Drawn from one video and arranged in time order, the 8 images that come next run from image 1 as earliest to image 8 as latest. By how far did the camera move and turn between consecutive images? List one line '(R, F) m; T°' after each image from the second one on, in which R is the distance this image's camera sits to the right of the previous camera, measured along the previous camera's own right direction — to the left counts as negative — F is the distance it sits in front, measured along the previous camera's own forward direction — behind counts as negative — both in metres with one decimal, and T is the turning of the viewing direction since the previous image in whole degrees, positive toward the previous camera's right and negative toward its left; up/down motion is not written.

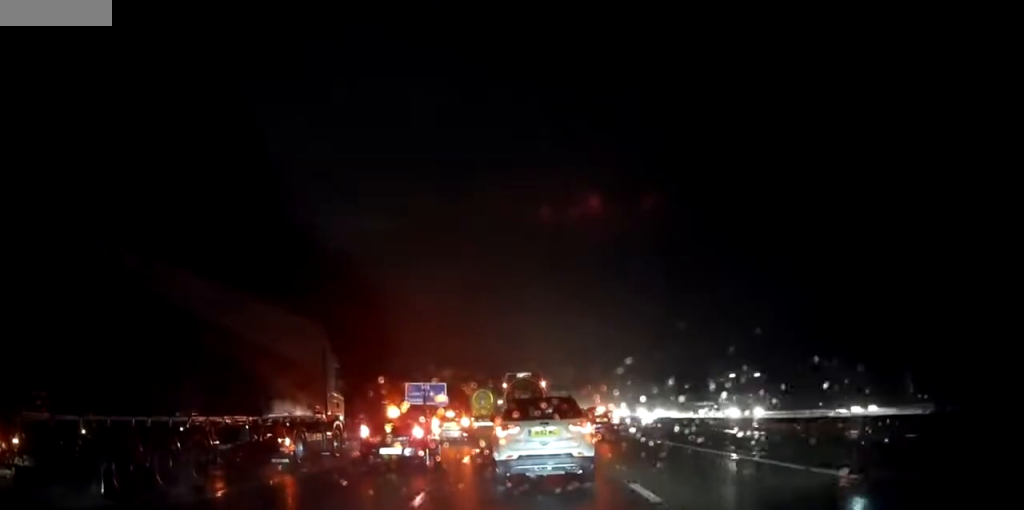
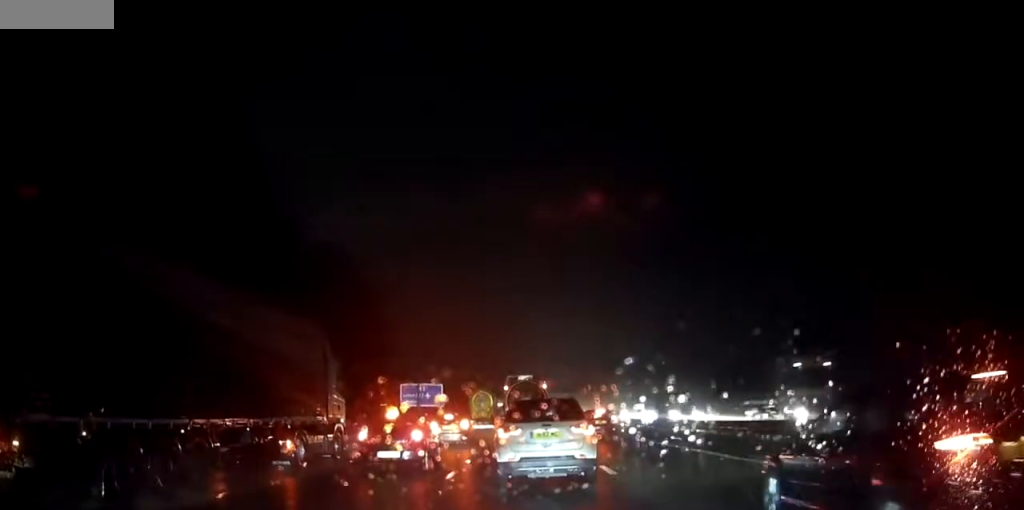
(0.0, +4.2) m; 0°
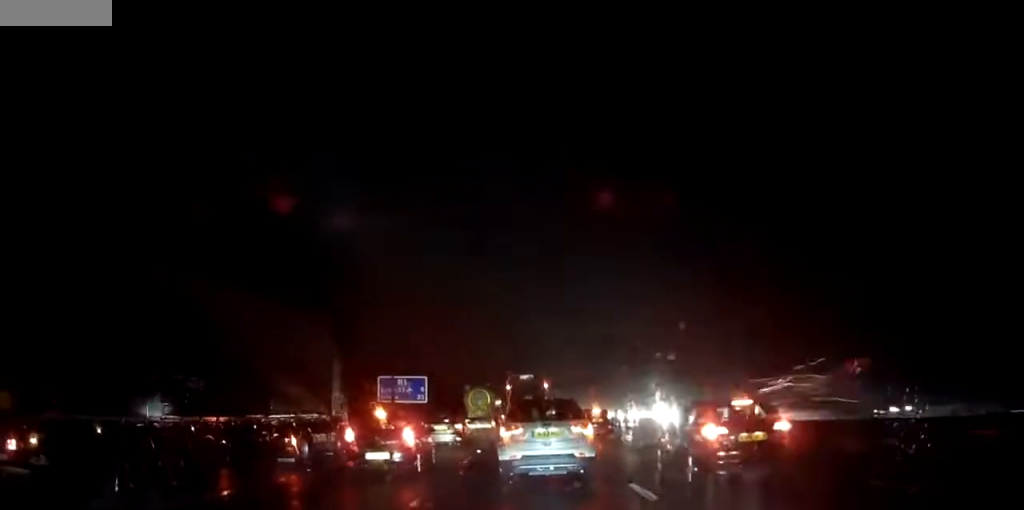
(+0.1, +13.6) m; 0°
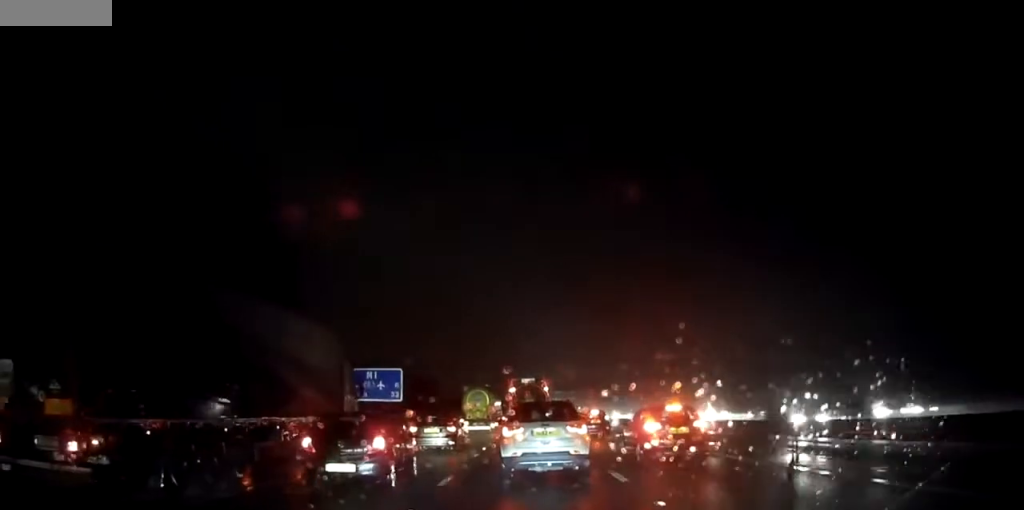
(0.0, +15.4) m; 0°
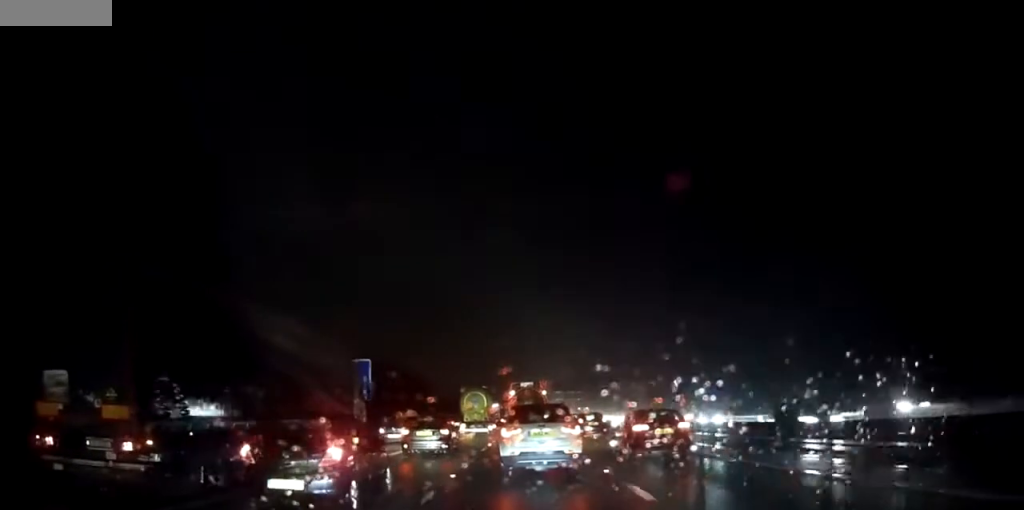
(-0.1, +12.4) m; +2°
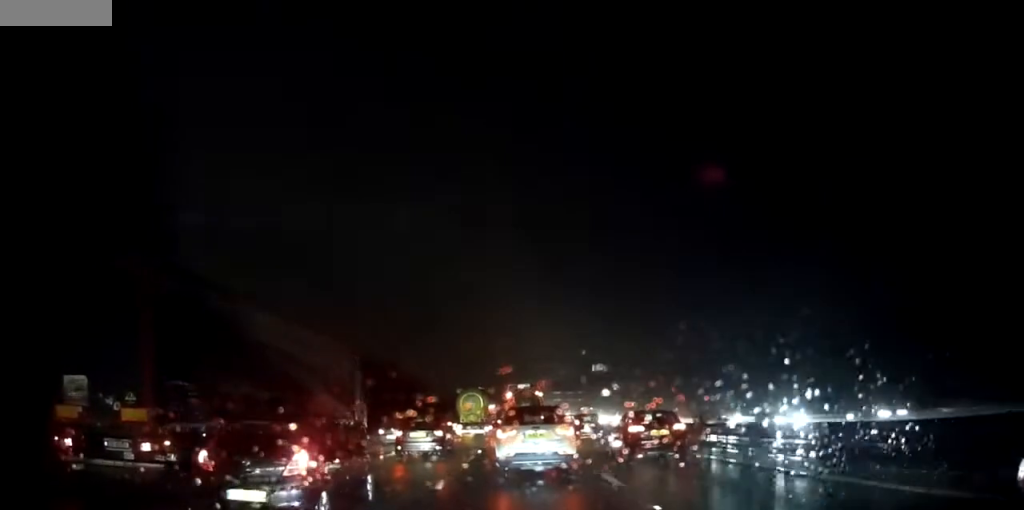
(+0.3, +6.9) m; +2°
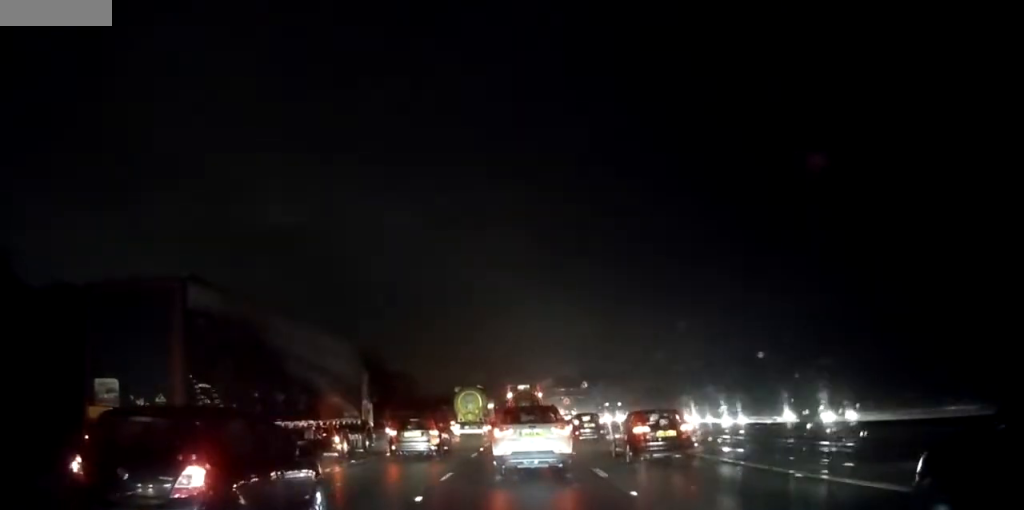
(+0.3, +17.4) m; +1°
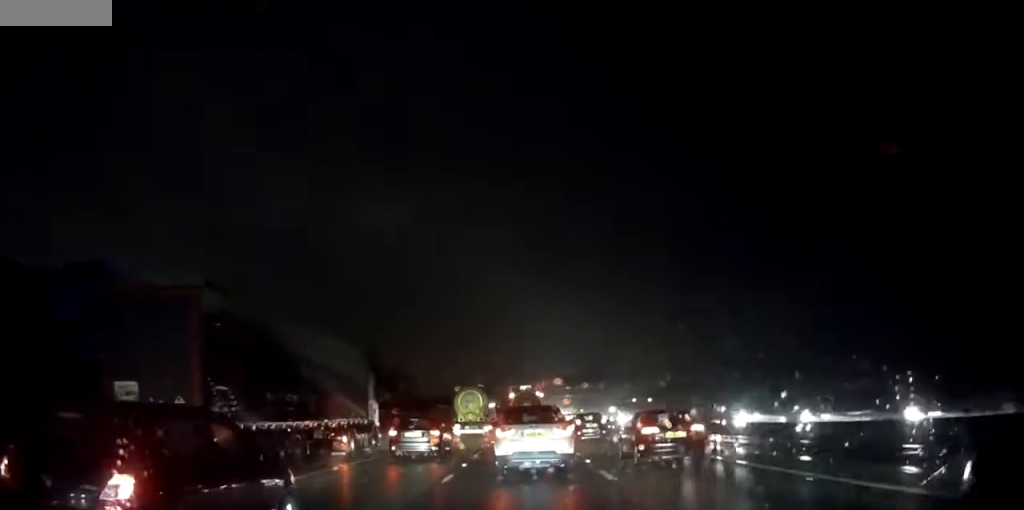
(0.0, +10.1) m; -2°
